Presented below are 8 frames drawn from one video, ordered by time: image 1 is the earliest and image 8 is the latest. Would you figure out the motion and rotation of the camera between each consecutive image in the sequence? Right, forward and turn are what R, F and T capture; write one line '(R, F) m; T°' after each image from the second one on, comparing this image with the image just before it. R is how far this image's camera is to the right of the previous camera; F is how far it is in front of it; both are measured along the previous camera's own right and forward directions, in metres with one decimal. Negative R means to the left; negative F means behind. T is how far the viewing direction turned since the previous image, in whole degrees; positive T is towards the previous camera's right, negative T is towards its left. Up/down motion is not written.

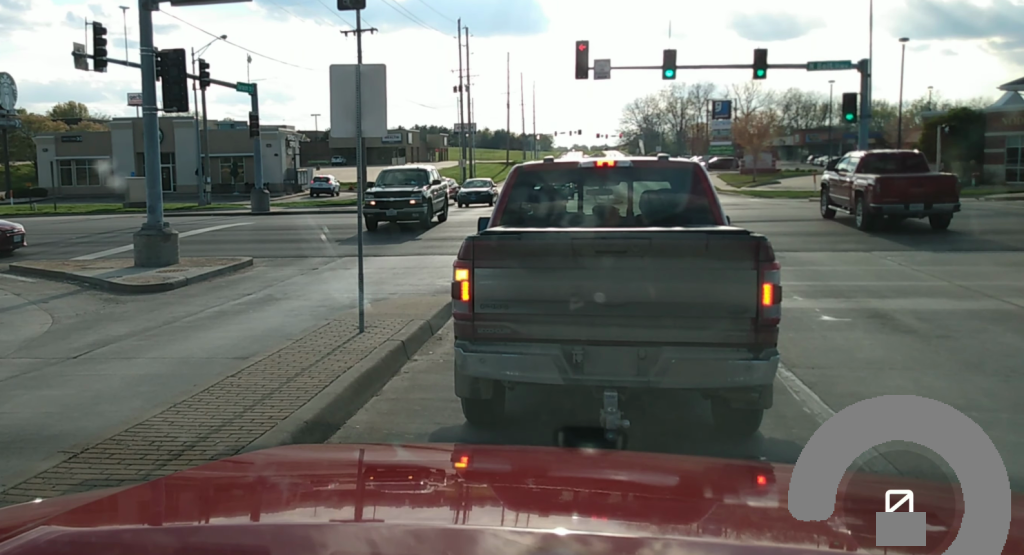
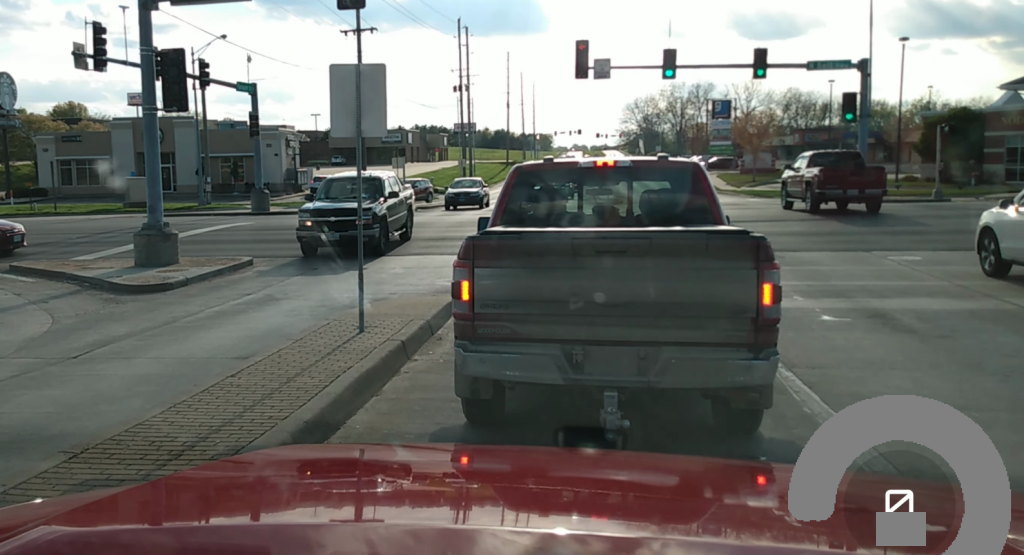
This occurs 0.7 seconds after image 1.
(0.0, 0.0) m; 0°
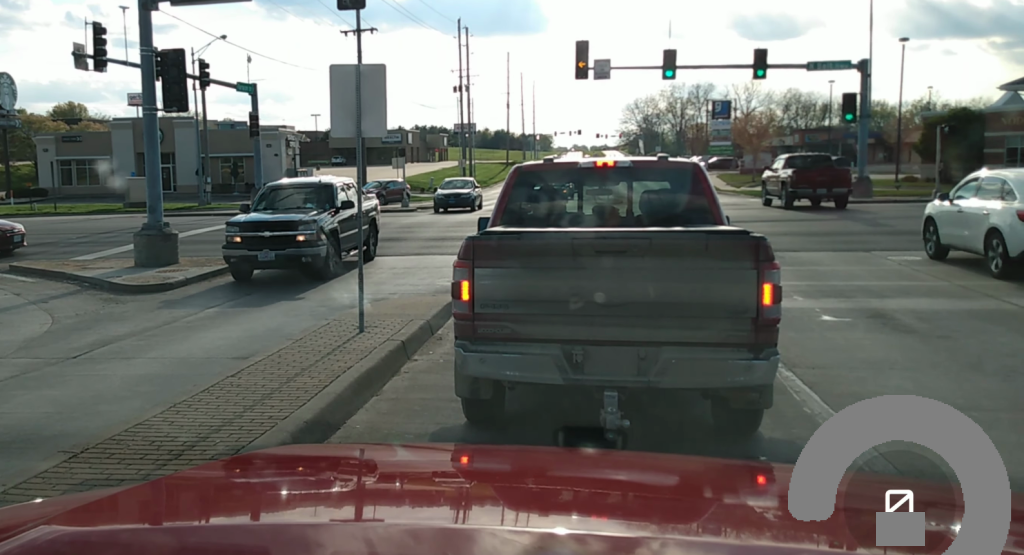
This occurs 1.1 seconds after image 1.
(0.0, 0.0) m; 0°
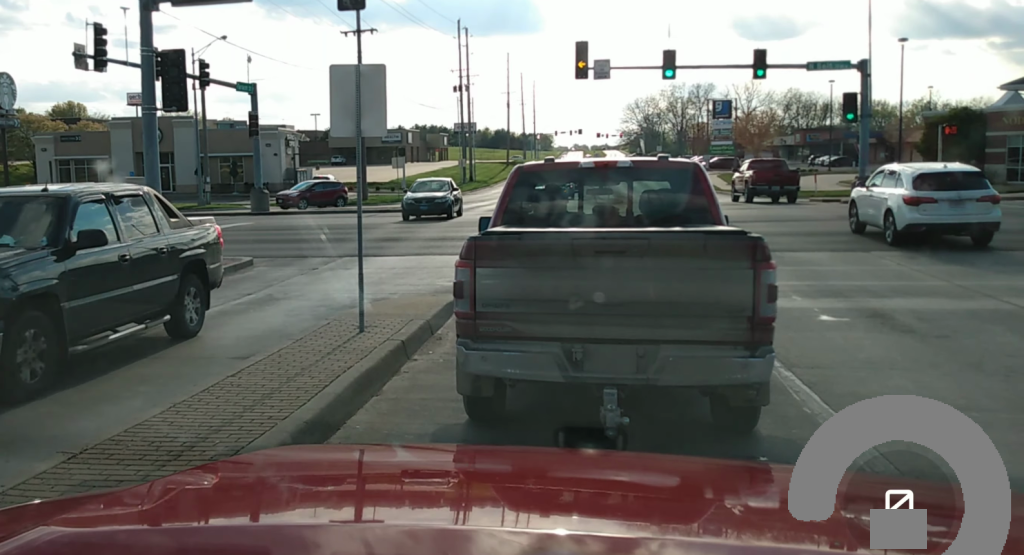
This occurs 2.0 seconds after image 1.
(0.0, 0.0) m; 0°
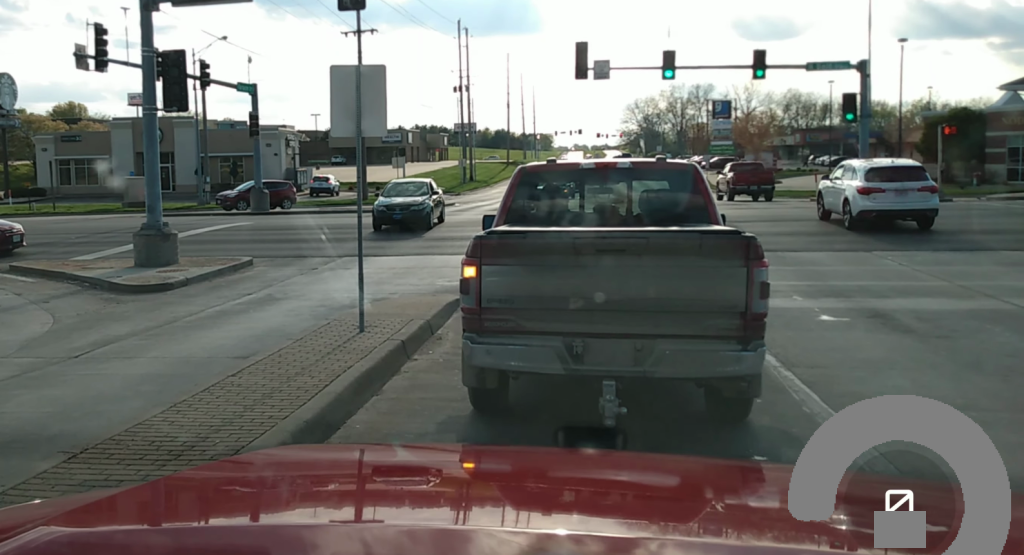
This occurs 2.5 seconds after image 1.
(0.0, 0.0) m; 0°
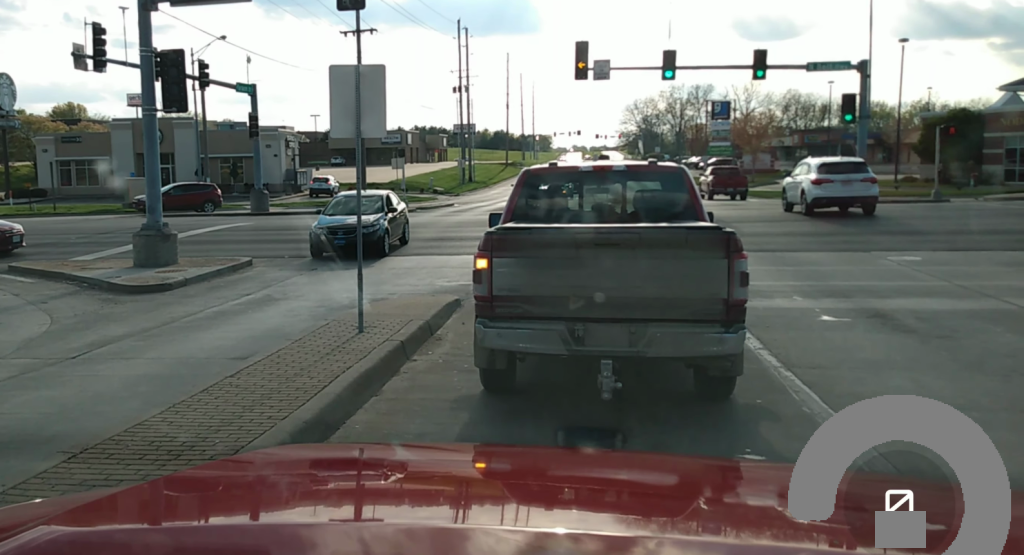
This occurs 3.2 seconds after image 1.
(0.0, 0.0) m; 0°
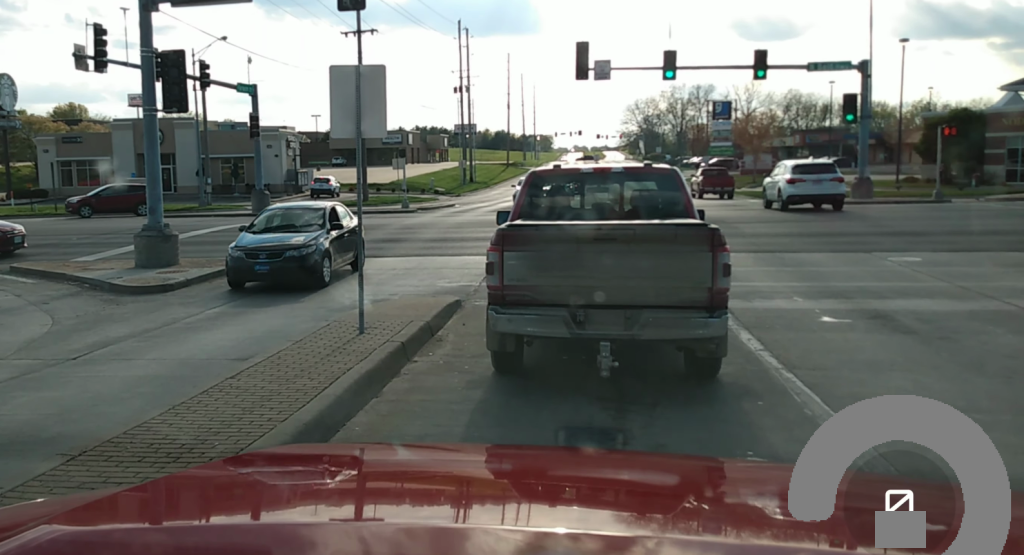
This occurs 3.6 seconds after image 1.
(0.0, 0.0) m; 0°
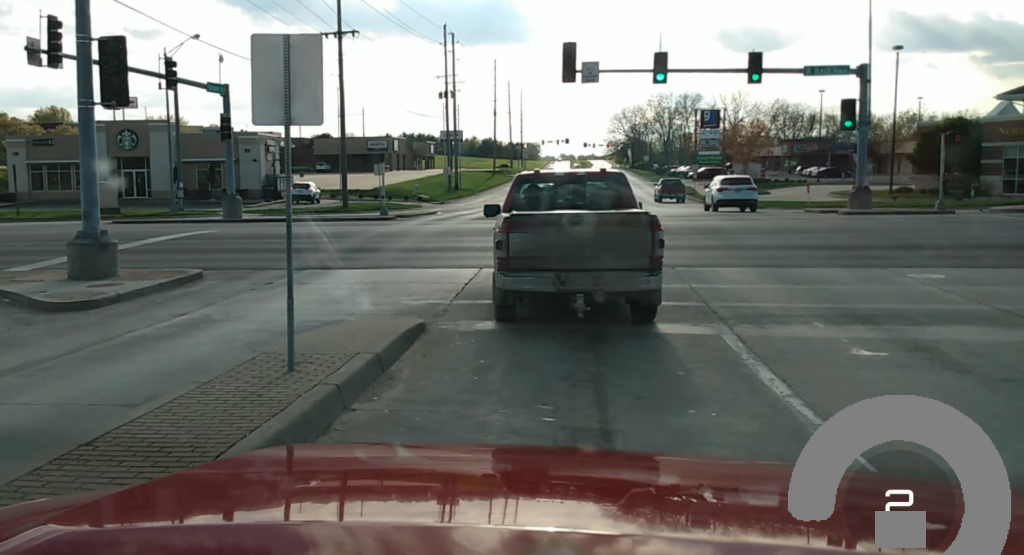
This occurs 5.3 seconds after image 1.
(0.0, +2.4) m; -3°
